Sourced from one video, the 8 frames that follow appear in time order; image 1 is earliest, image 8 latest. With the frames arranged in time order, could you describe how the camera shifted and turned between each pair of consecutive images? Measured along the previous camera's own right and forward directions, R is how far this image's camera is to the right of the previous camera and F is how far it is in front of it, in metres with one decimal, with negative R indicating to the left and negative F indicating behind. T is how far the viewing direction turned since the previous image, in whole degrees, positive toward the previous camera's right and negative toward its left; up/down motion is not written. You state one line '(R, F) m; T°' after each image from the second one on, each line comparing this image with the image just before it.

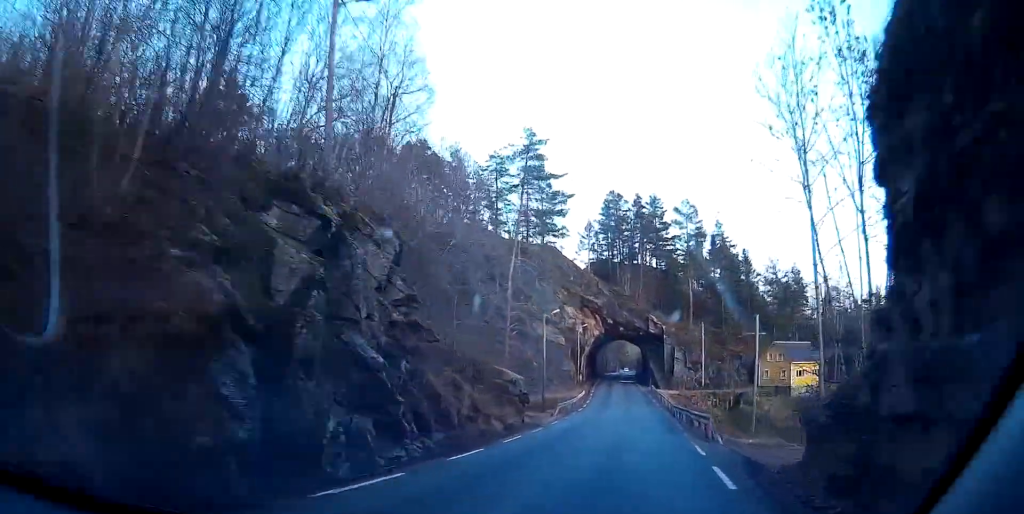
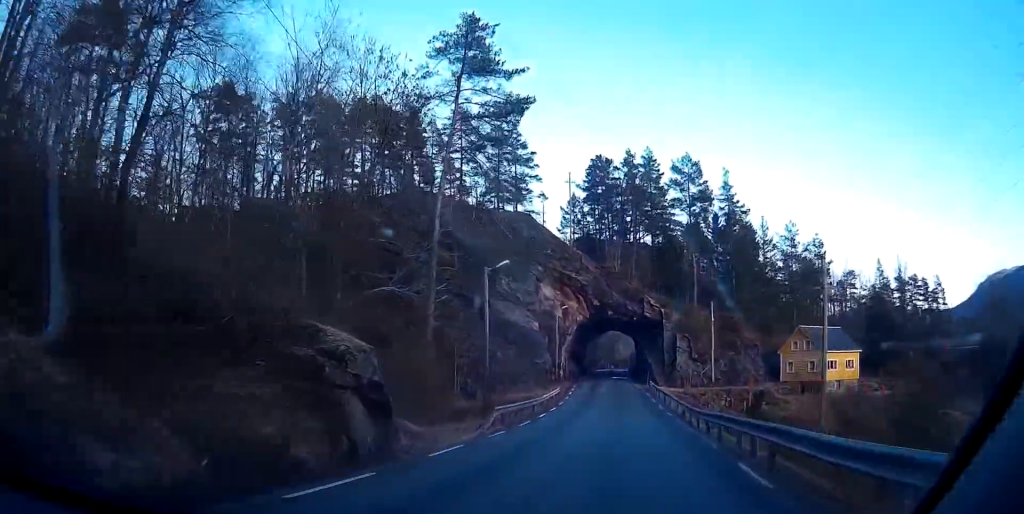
(0.0, +17.7) m; 0°
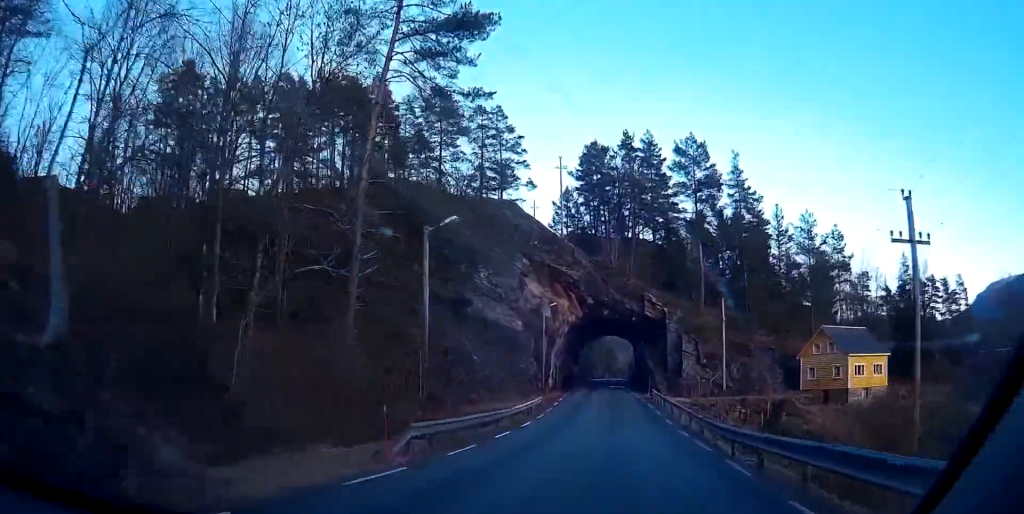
(0.0, +9.7) m; +1°
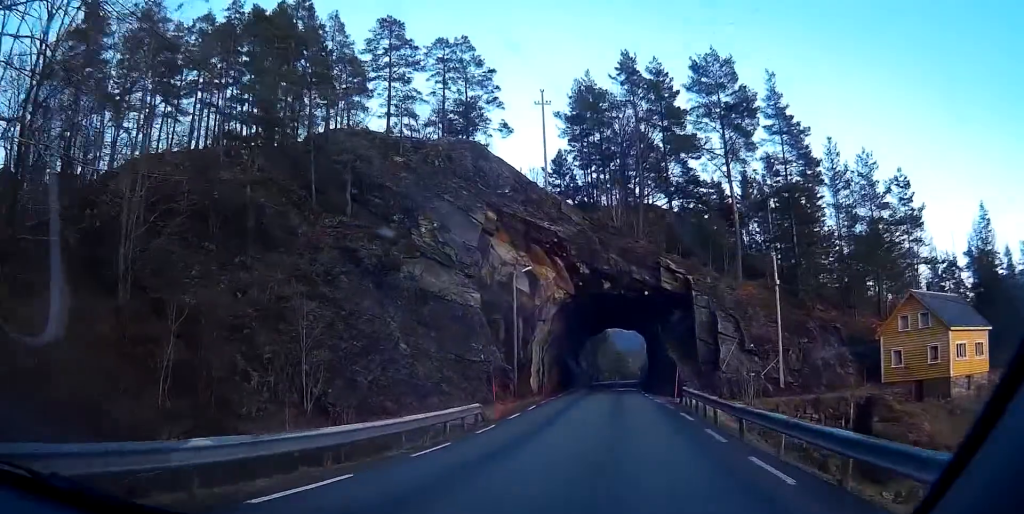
(+0.6, +19.8) m; +3°
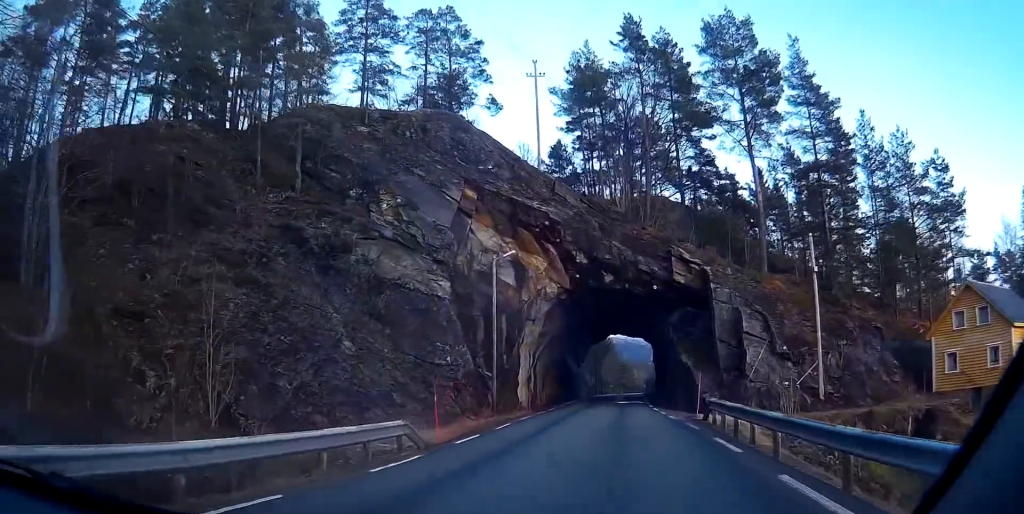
(+0.2, +7.9) m; +1°
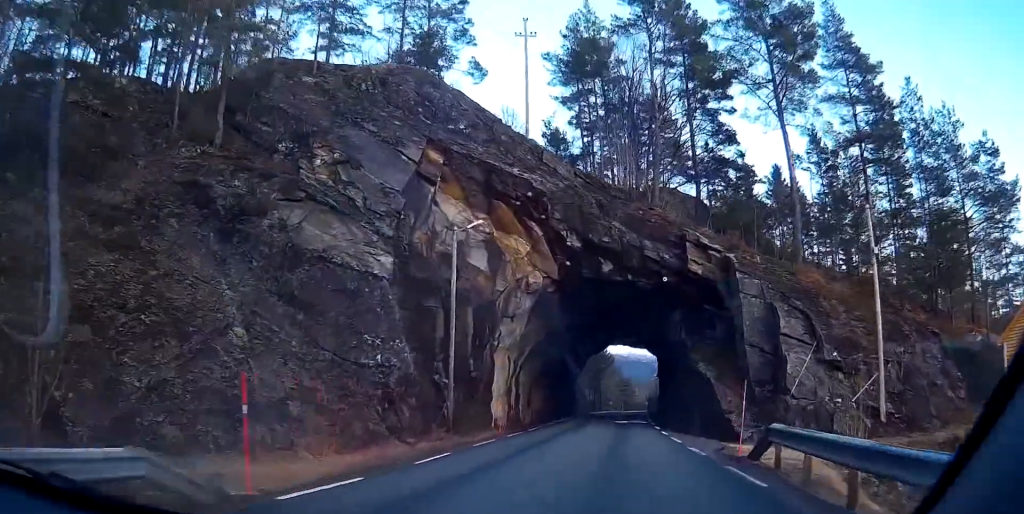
(0.0, +8.7) m; 0°
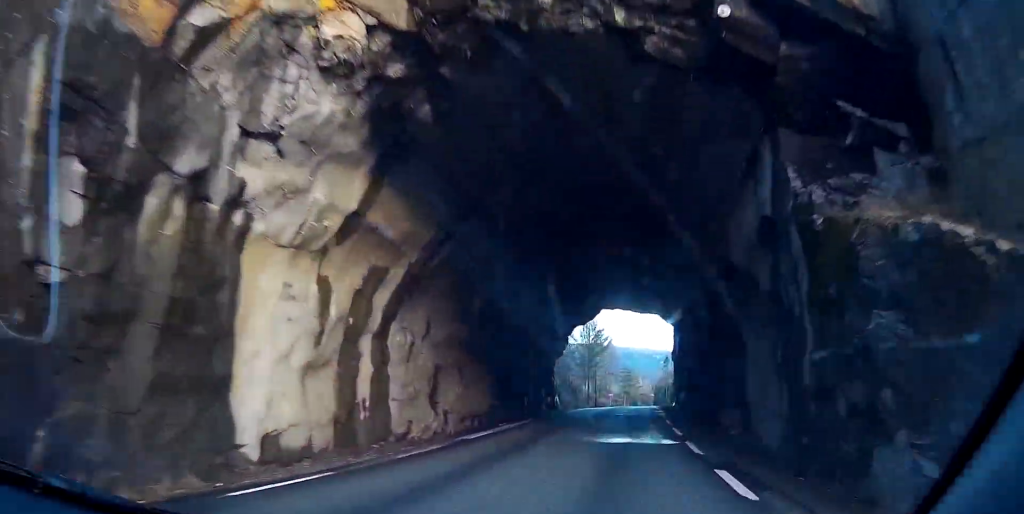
(-0.3, +24.0) m; -1°
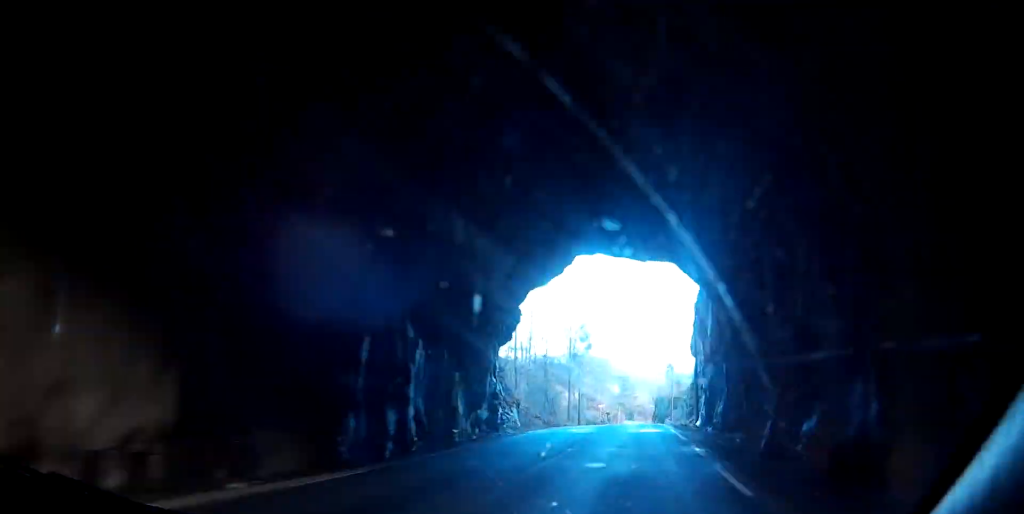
(-0.1, +23.2) m; -1°
